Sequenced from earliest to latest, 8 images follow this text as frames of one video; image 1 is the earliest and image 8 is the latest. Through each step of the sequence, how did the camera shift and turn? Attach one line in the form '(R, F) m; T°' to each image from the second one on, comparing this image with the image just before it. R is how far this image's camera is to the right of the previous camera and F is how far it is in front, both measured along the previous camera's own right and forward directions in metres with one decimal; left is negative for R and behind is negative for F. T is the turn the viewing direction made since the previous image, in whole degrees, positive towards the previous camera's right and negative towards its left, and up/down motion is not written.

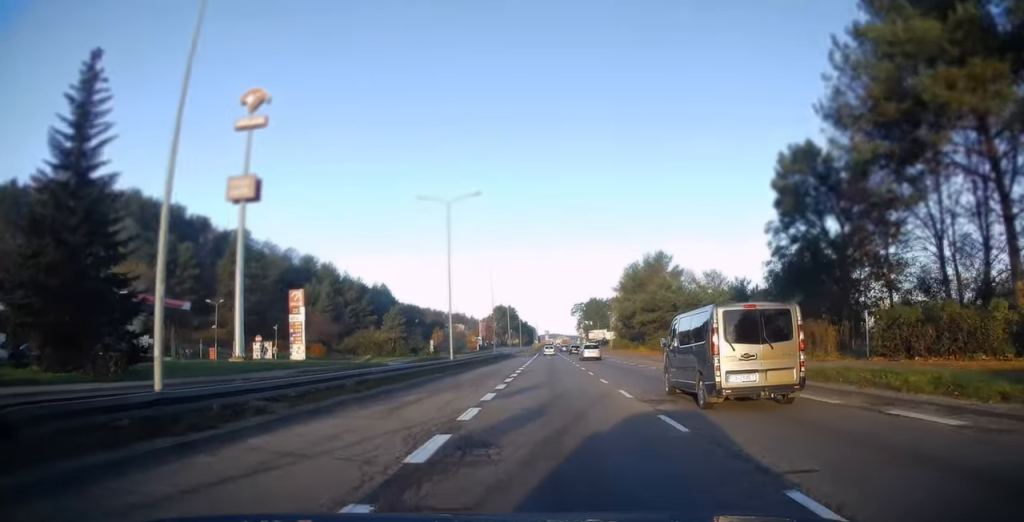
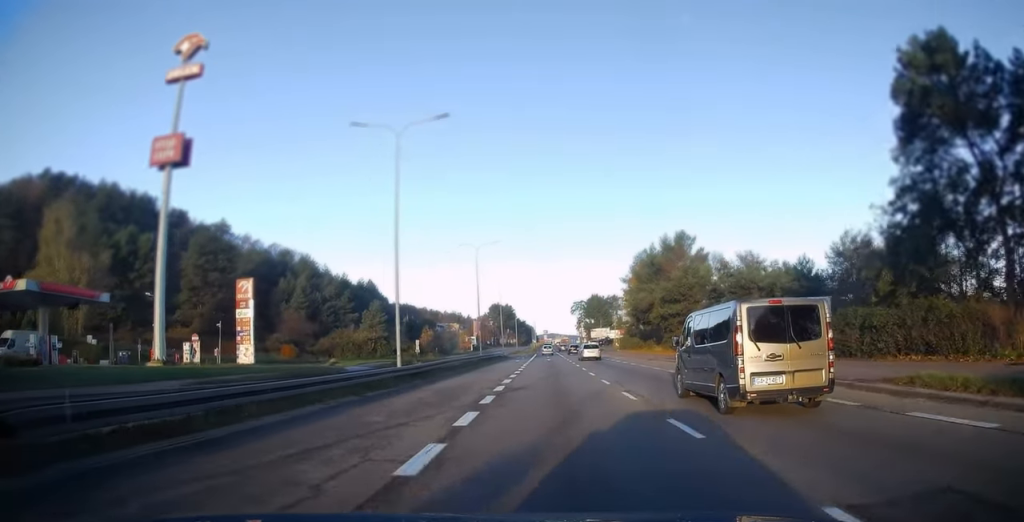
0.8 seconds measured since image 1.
(-0.4, +12.5) m; 0°
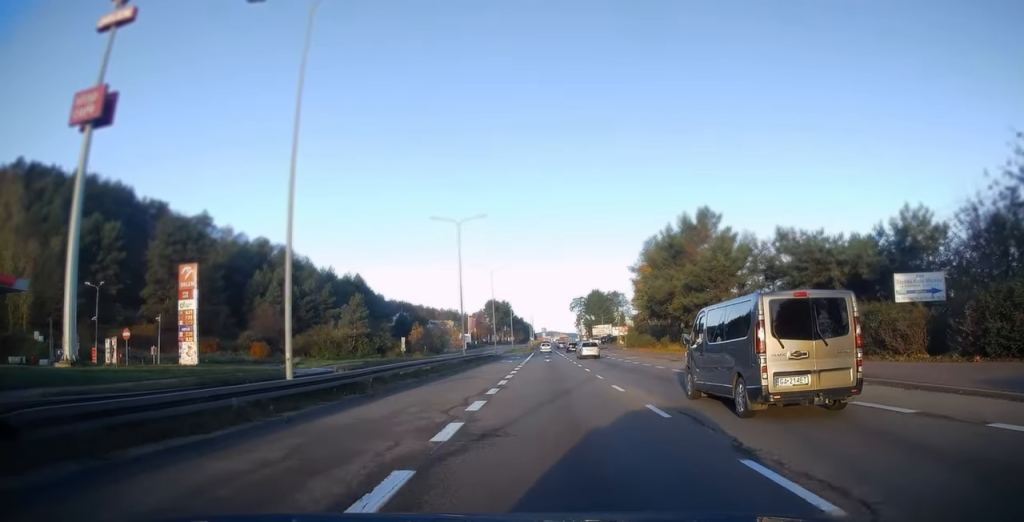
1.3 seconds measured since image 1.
(+0.1, +9.9) m; 0°
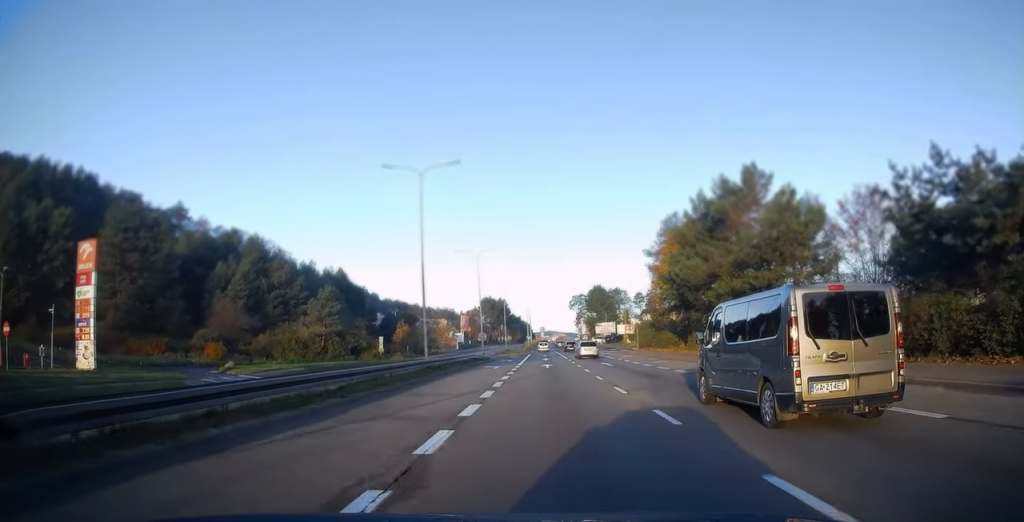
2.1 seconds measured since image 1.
(+0.1, +12.8) m; 0°
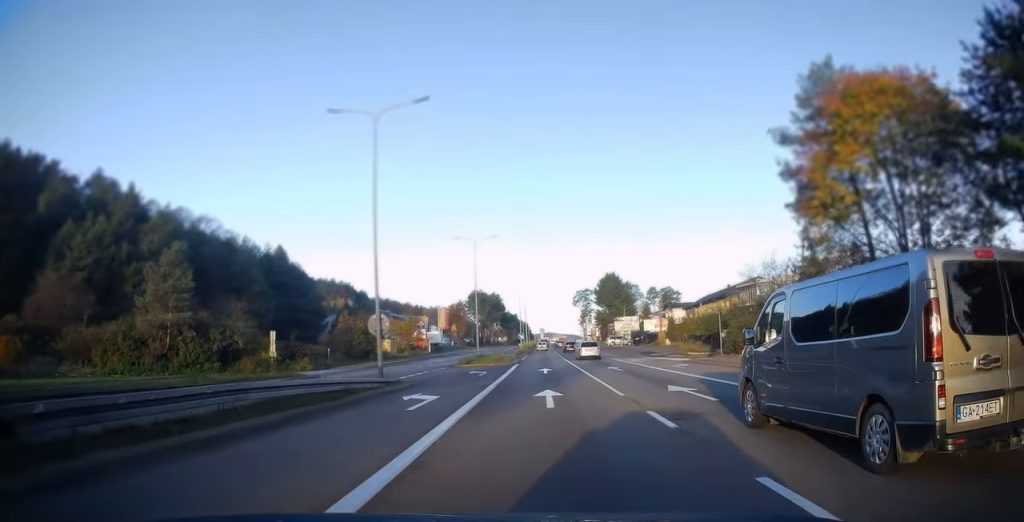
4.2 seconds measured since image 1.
(0.0, +36.2) m; 0°
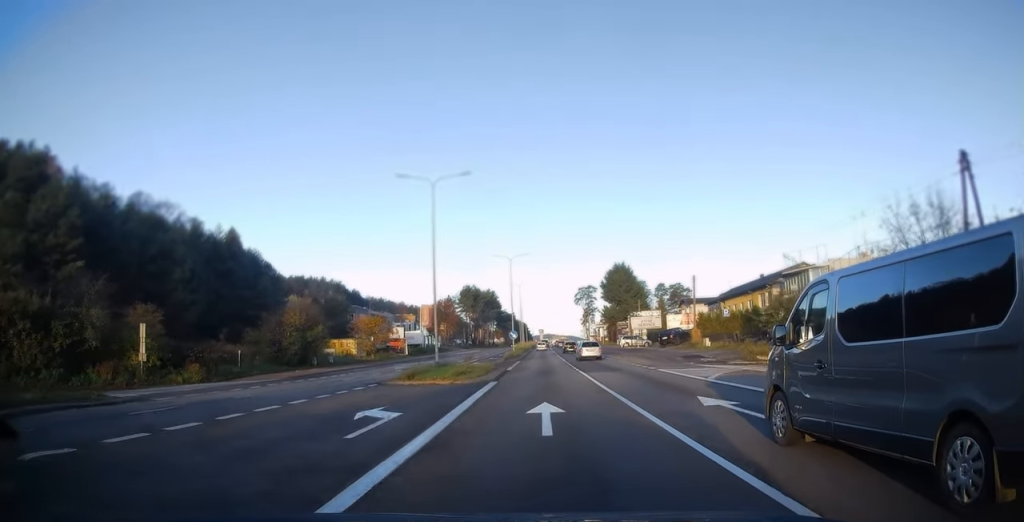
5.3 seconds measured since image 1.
(-0.2, +18.9) m; -1°
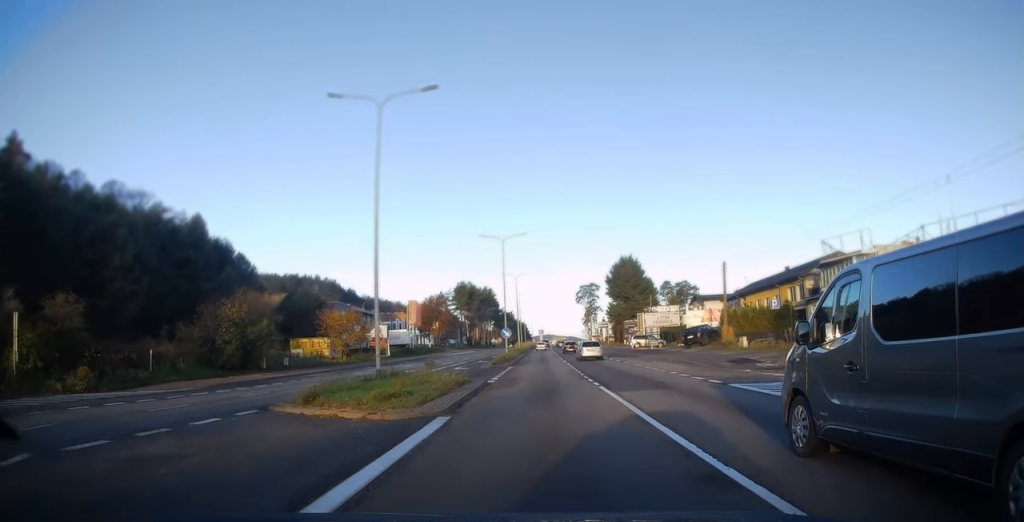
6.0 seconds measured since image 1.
(-0.1, +10.9) m; 0°
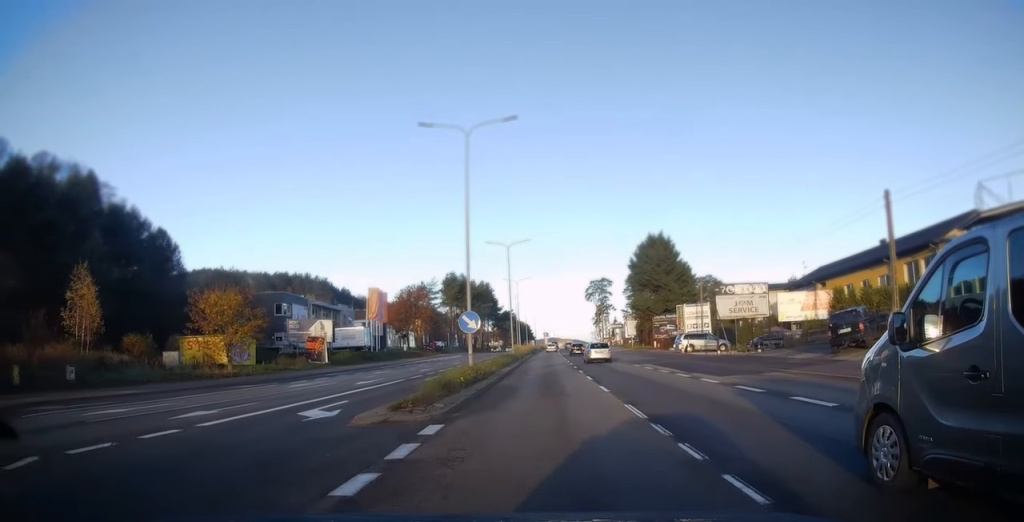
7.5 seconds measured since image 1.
(+0.6, +26.4) m; 0°
